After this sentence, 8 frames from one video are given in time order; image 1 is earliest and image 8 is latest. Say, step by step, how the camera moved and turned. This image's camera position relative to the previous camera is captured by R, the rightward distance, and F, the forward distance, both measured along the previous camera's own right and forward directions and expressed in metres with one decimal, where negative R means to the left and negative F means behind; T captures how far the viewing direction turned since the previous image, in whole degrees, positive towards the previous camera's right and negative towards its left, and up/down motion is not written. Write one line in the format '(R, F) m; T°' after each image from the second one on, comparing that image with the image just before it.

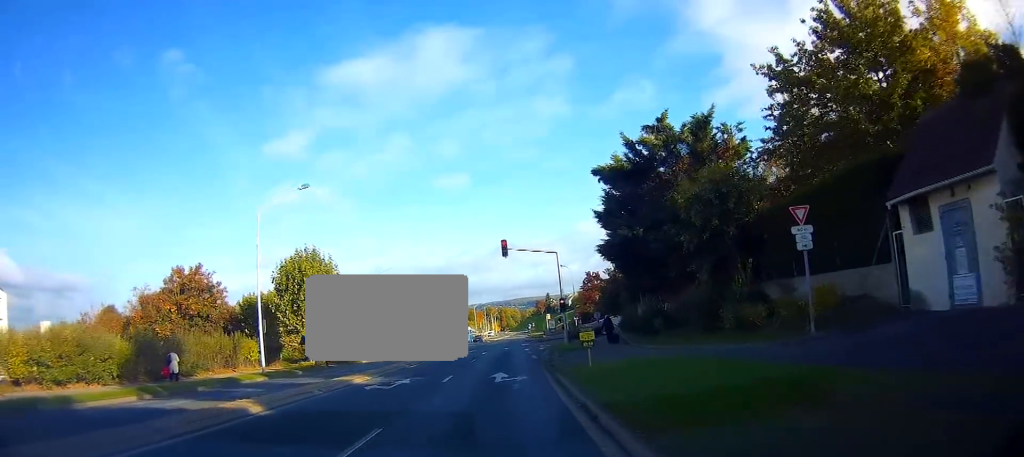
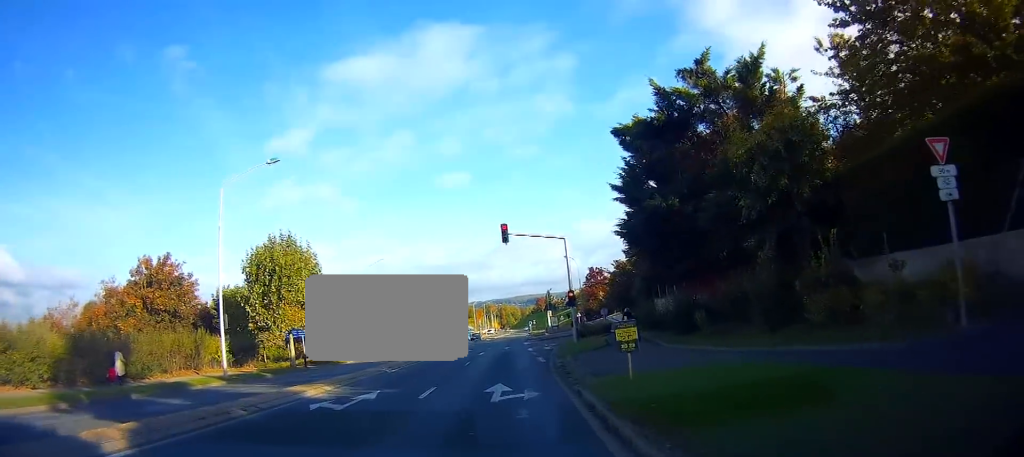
(0.0, +5.1) m; 0°
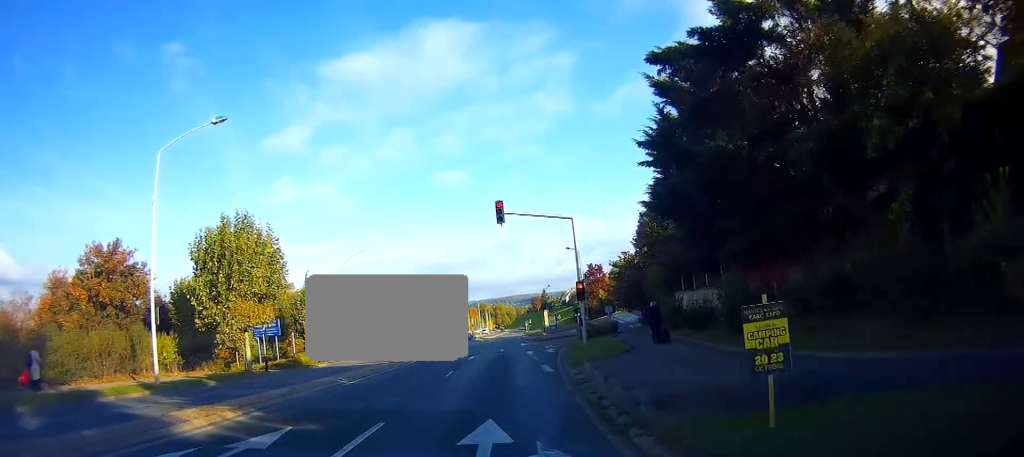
(0.0, +6.2) m; 0°
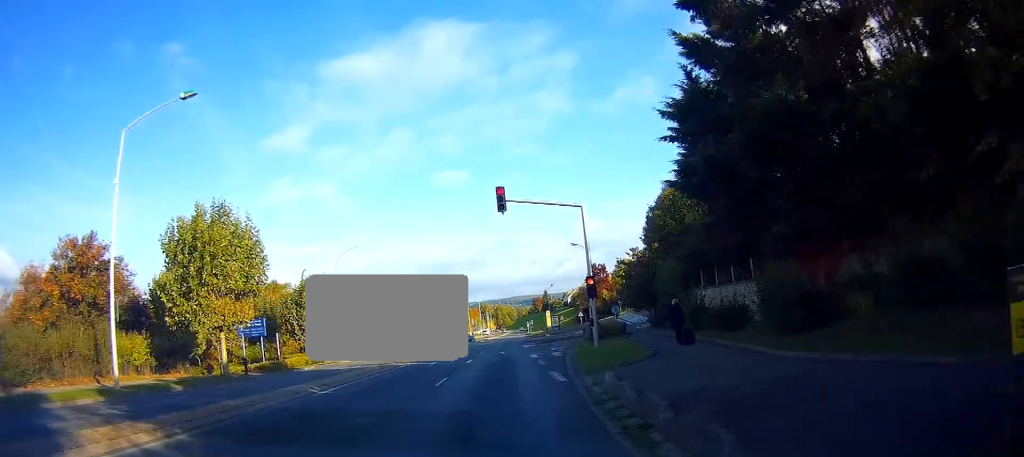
(0.0, +3.1) m; 0°
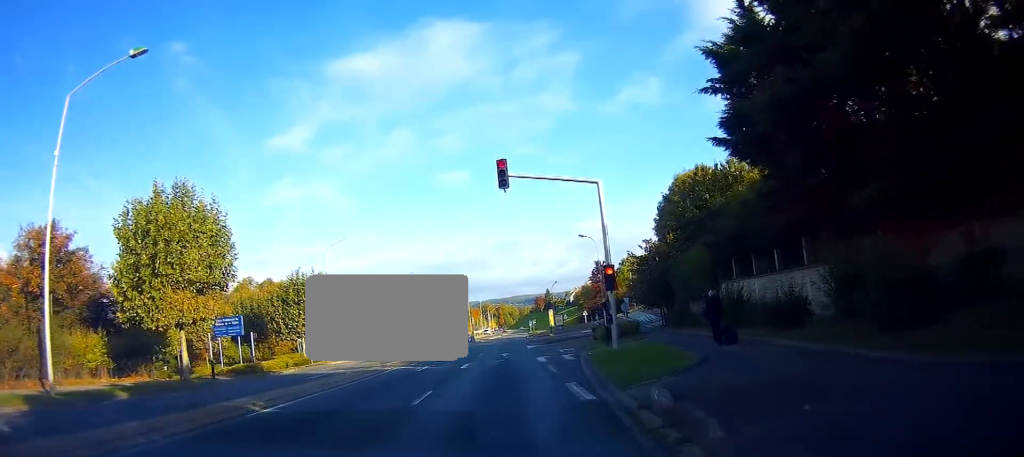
(0.0, +4.0) m; 0°
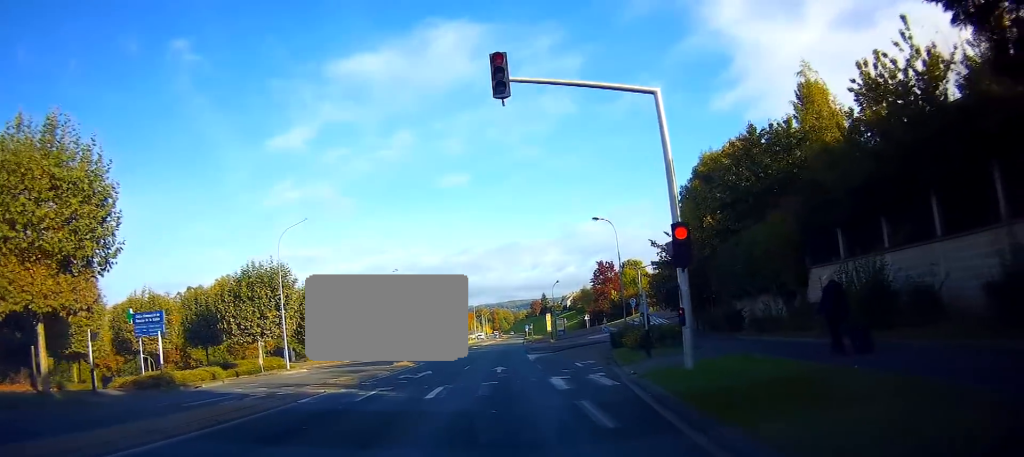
(0.0, +9.0) m; 0°
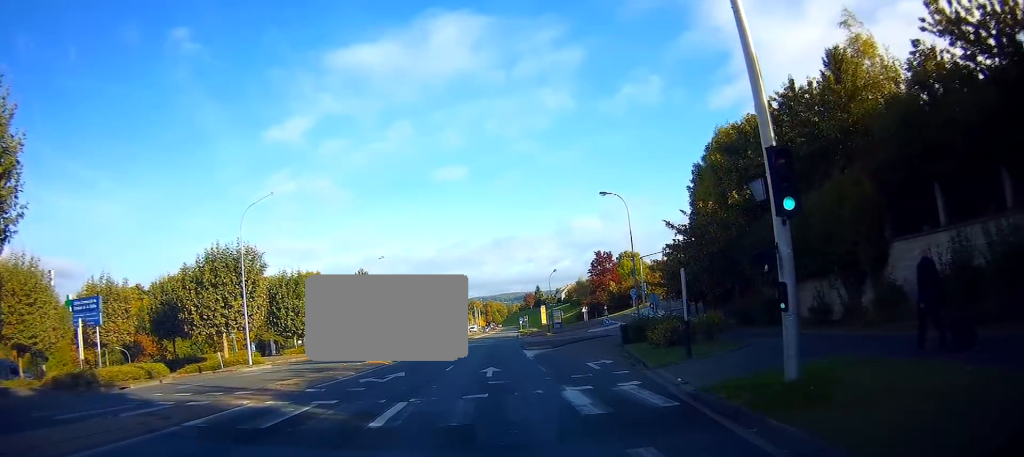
(0.0, +4.7) m; 0°
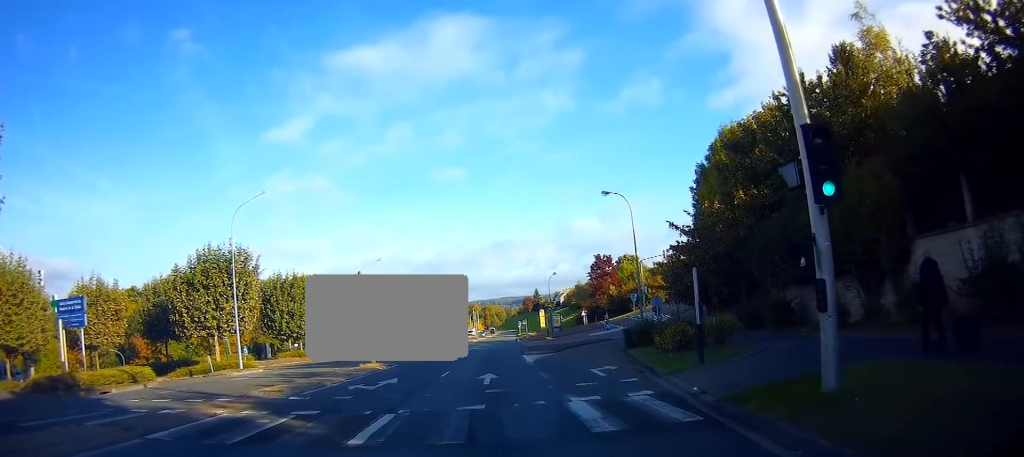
(0.0, +1.3) m; +1°
